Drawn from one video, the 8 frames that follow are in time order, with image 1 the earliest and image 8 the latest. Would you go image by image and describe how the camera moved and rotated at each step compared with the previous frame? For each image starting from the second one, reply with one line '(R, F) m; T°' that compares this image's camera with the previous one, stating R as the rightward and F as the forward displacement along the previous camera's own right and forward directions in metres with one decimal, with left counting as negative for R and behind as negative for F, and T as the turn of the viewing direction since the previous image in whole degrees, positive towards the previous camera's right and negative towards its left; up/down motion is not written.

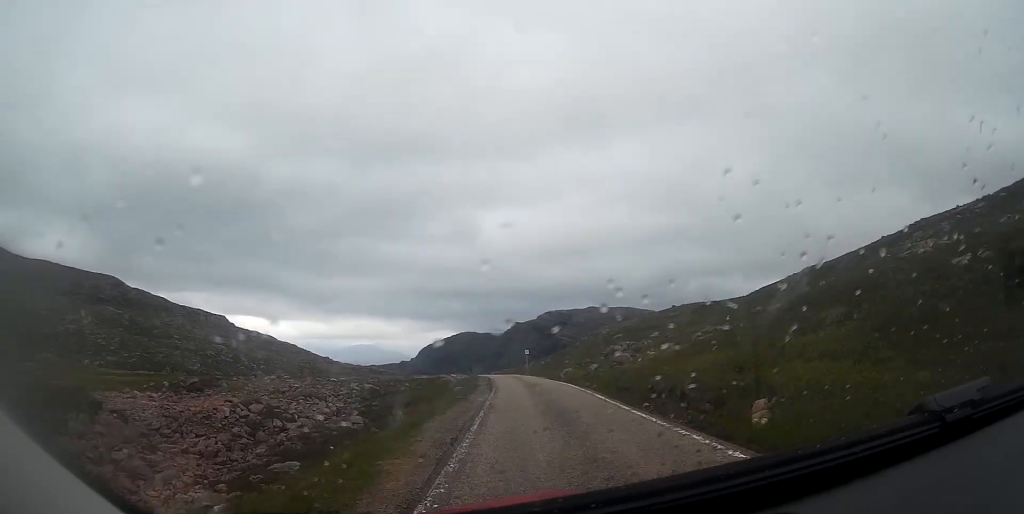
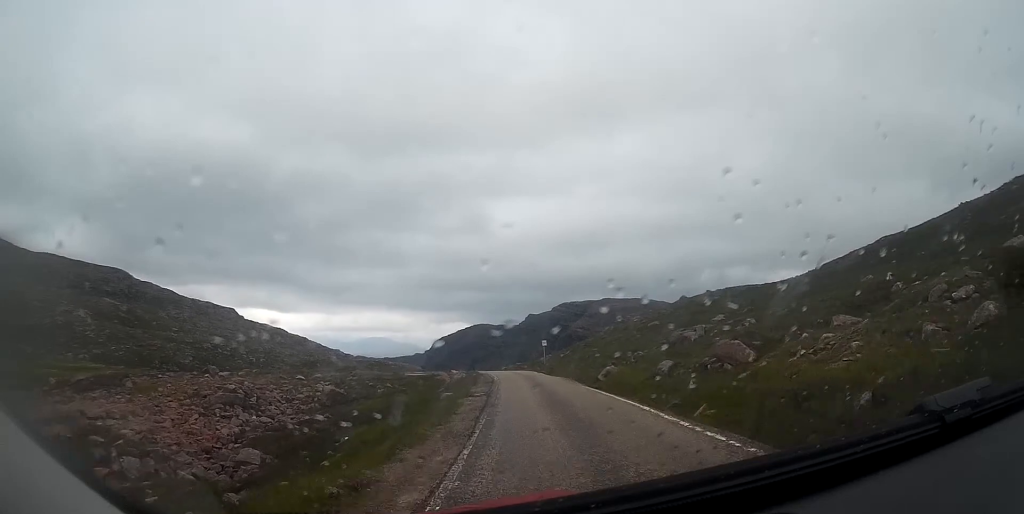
(-0.2, +12.7) m; -2°
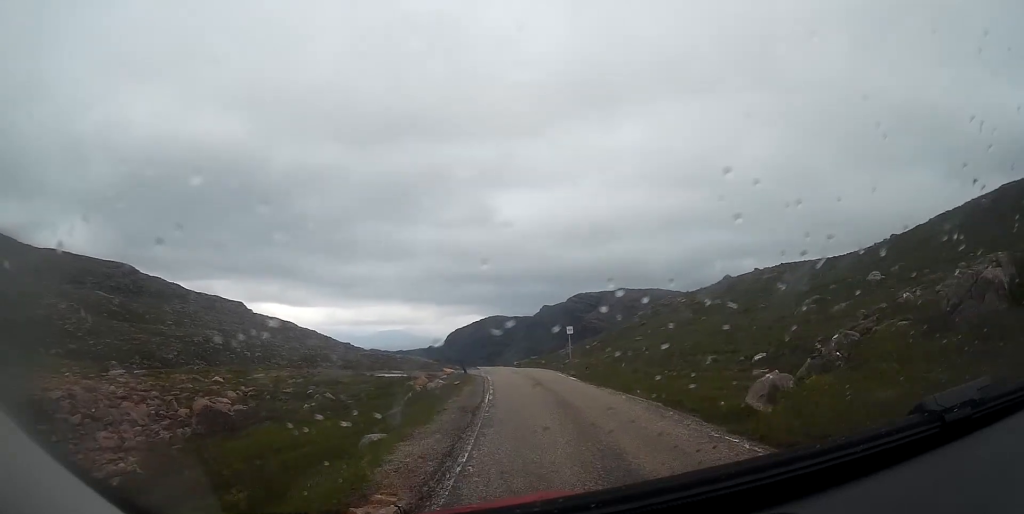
(-0.2, +15.7) m; -1°
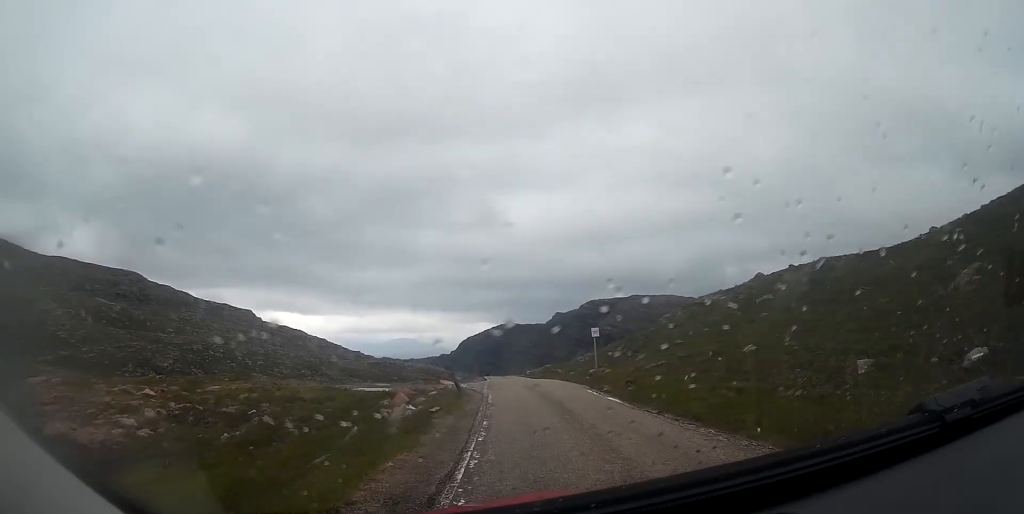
(0.0, +7.7) m; -2°
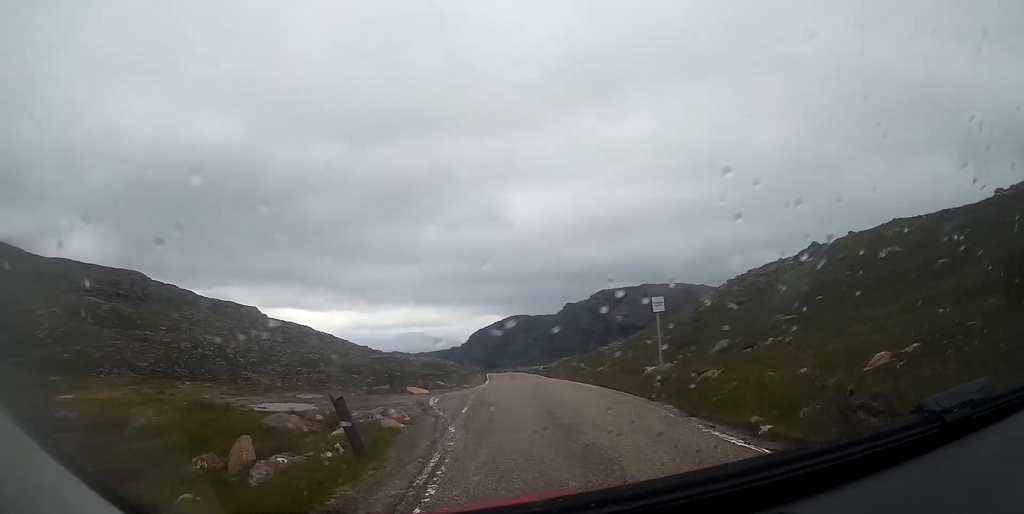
(-0.4, +12.8) m; -3°
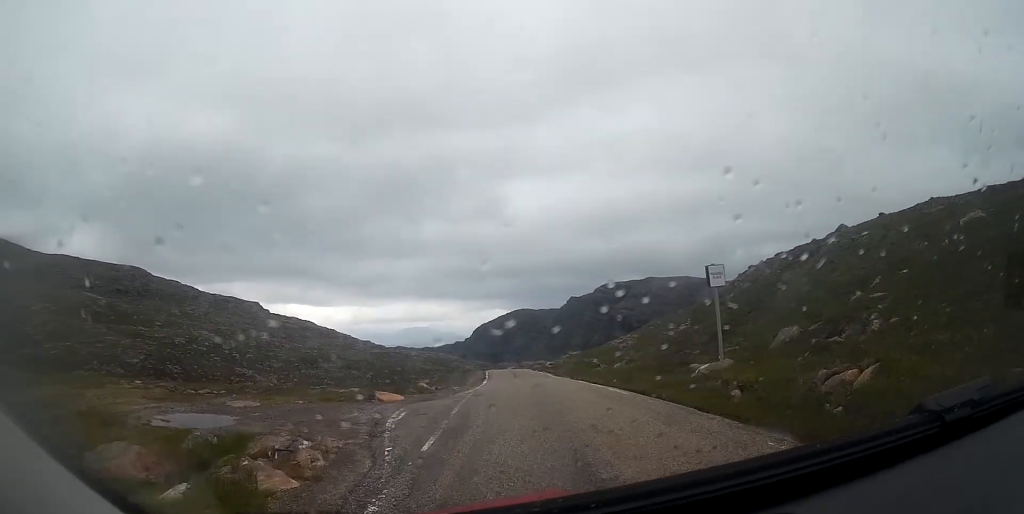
(0.0, +5.4) m; -1°
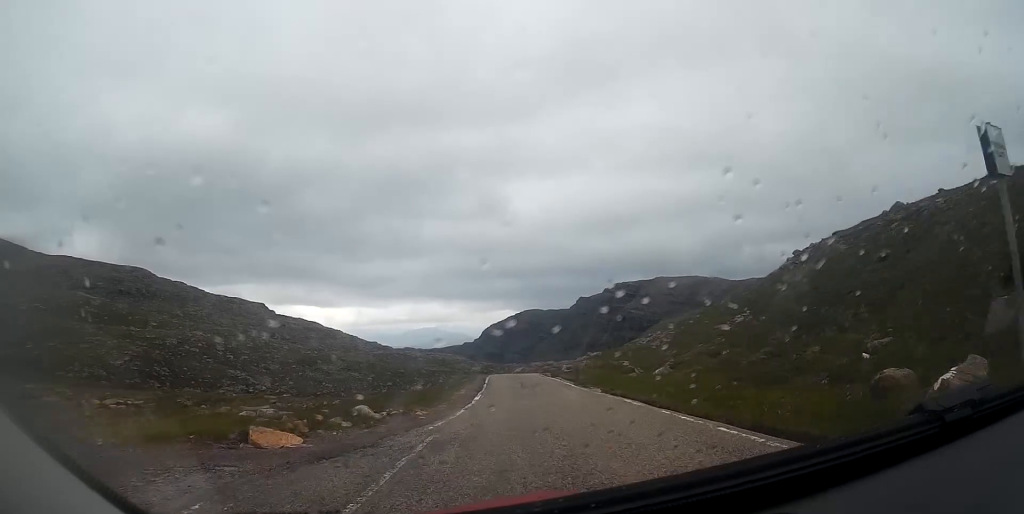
(-0.2, +8.7) m; -2°
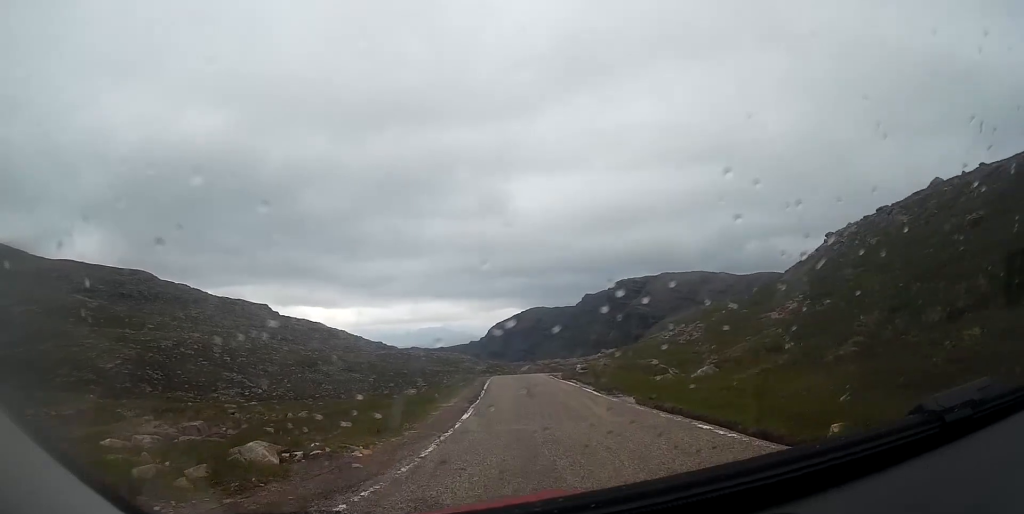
(-0.1, +5.4) m; 0°
